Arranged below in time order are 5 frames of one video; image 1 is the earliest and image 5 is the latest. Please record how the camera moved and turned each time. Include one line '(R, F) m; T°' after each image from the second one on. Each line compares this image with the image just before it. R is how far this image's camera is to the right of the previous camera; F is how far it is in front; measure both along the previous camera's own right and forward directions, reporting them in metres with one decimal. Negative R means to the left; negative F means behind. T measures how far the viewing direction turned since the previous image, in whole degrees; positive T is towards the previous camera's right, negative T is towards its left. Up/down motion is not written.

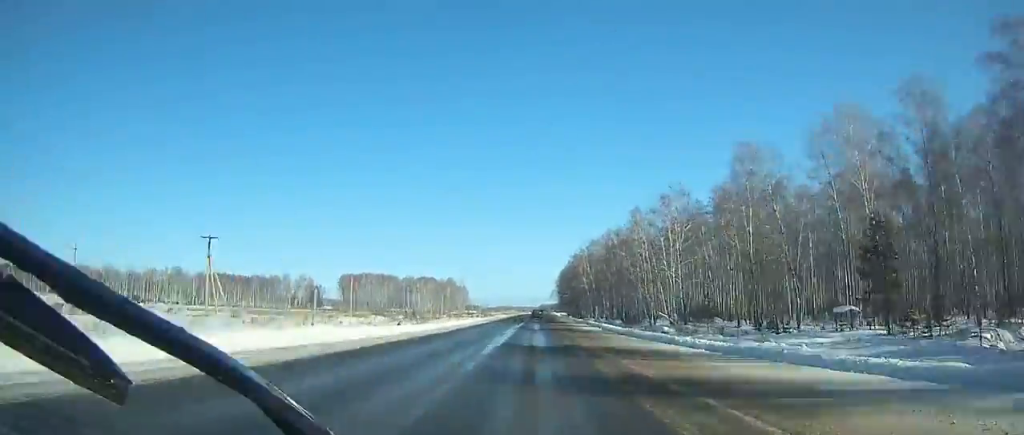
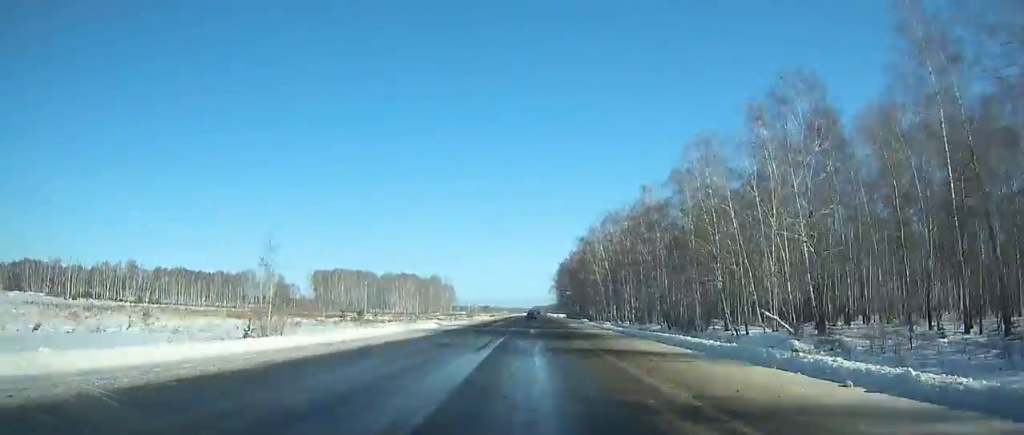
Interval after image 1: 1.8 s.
(0.0, +39.9) m; 0°
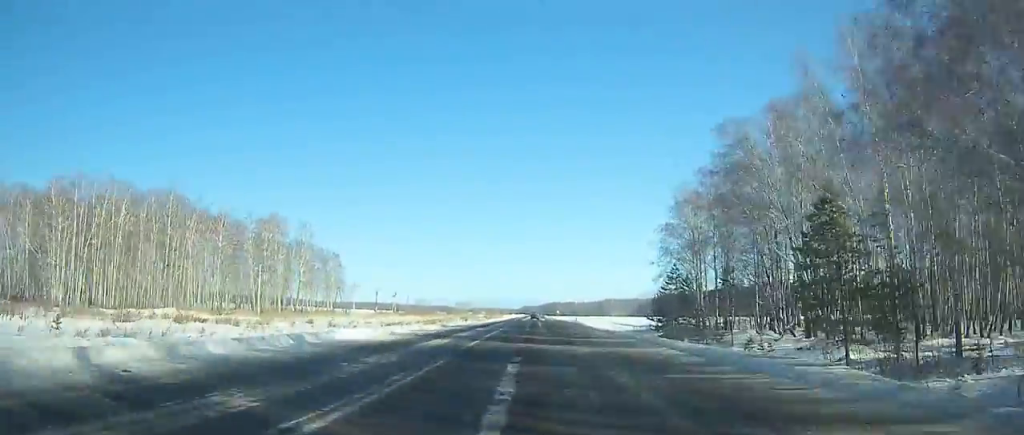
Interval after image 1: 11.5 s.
(+1.6, +221.0) m; +1°
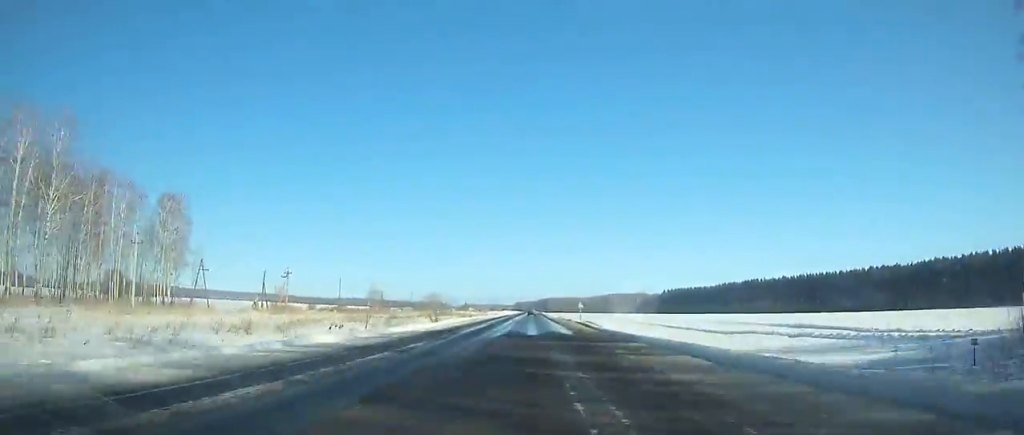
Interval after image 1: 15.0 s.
(+0.4, +81.3) m; 0°
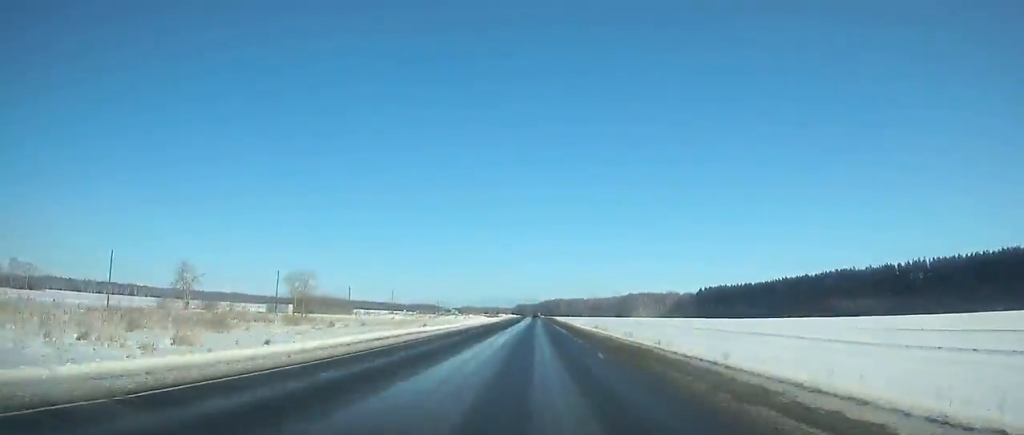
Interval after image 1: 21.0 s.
(+0.2, +141.3) m; 0°
